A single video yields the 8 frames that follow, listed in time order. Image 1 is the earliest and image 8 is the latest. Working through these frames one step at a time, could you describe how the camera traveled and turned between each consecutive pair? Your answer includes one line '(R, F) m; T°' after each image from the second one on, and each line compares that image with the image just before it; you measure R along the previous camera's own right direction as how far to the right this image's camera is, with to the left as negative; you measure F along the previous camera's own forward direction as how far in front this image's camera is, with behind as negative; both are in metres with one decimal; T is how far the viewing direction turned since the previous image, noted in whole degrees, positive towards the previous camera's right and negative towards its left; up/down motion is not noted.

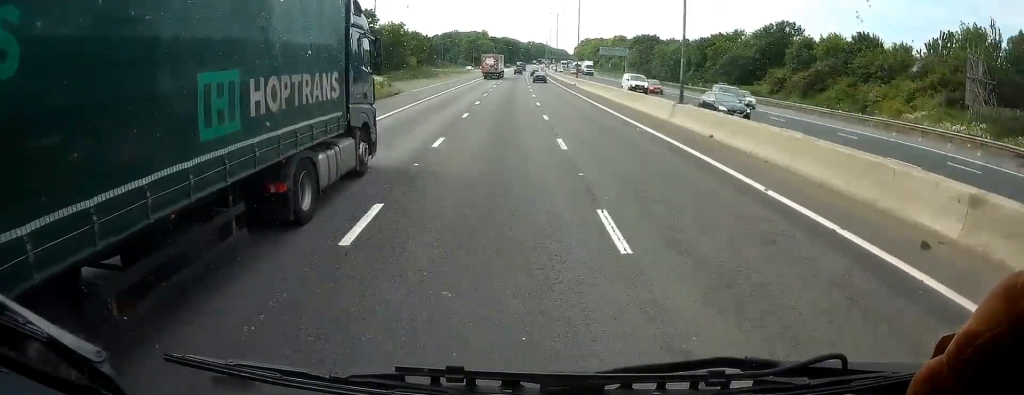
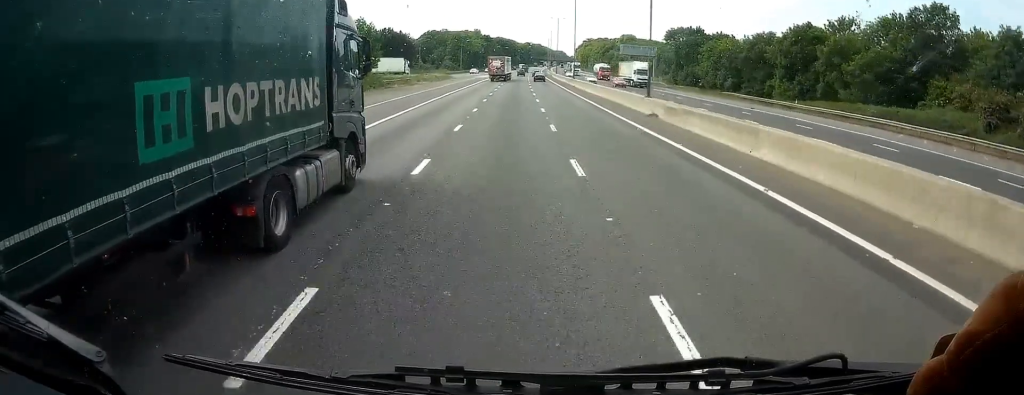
(0.0, +39.2) m; 0°
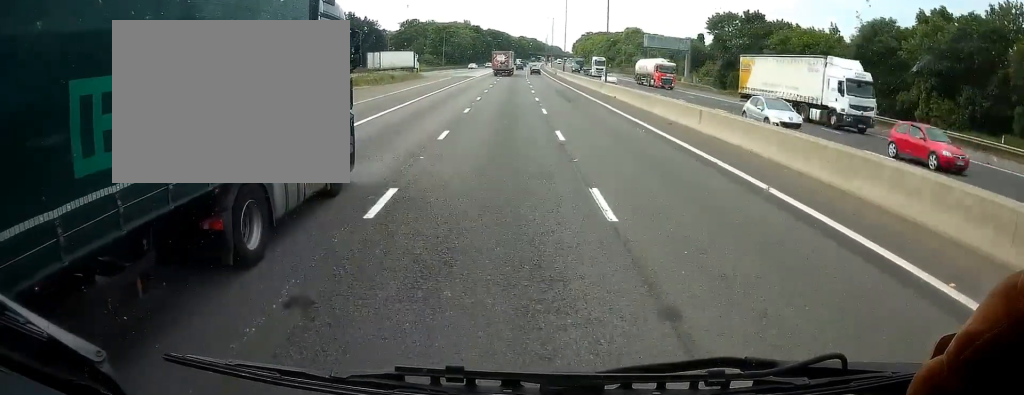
(-0.3, +31.2) m; -1°
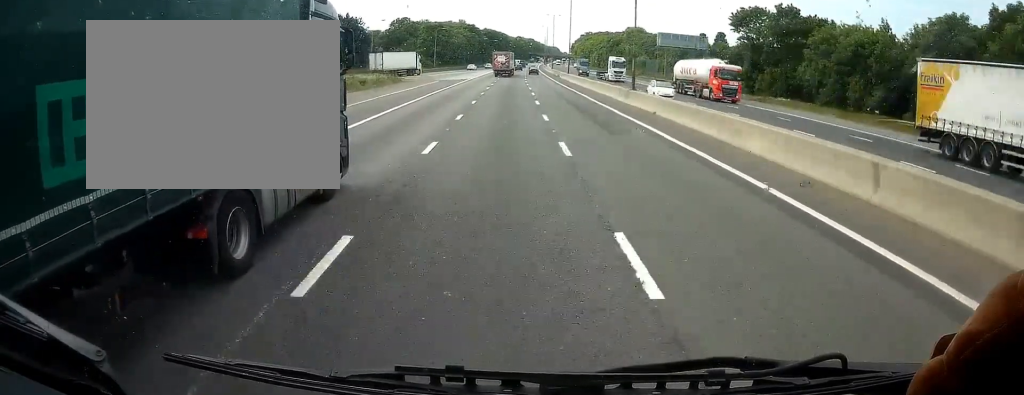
(-0.2, +11.1) m; 0°
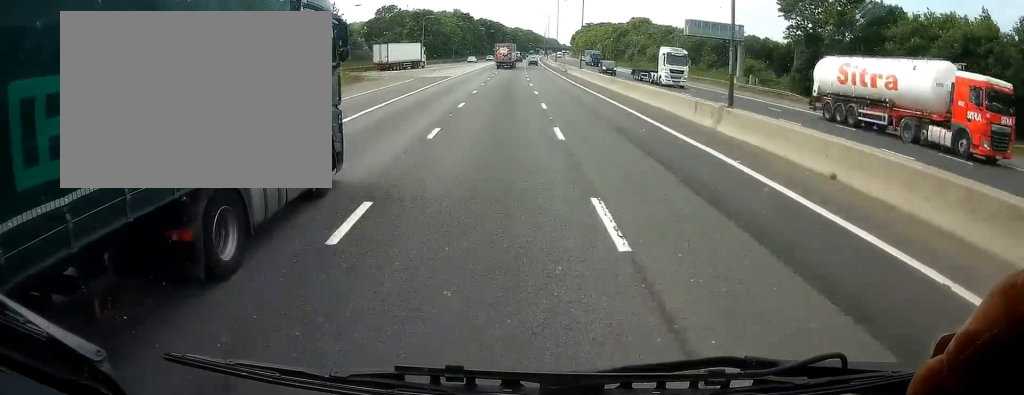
(+0.2, +17.0) m; +1°
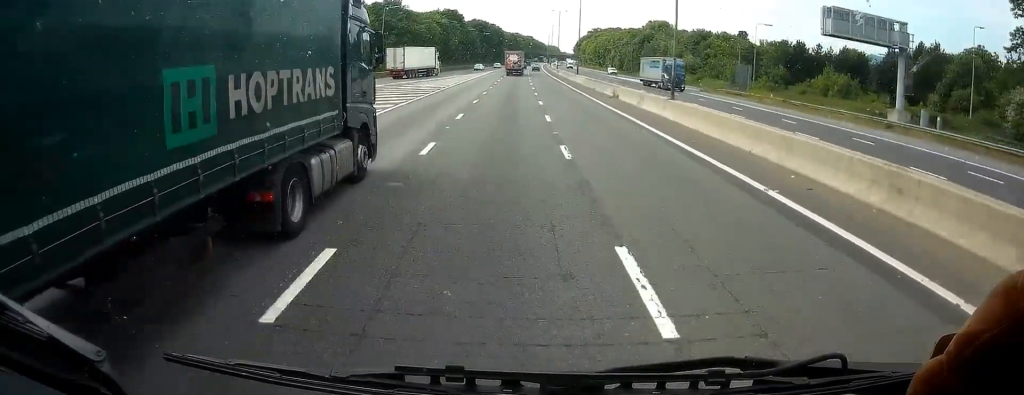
(+0.7, +39.4) m; +1°
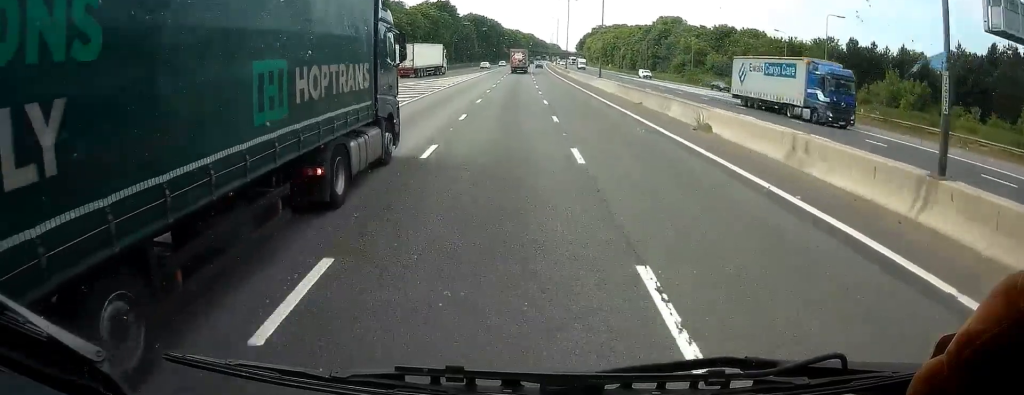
(-0.2, +19.0) m; +1°
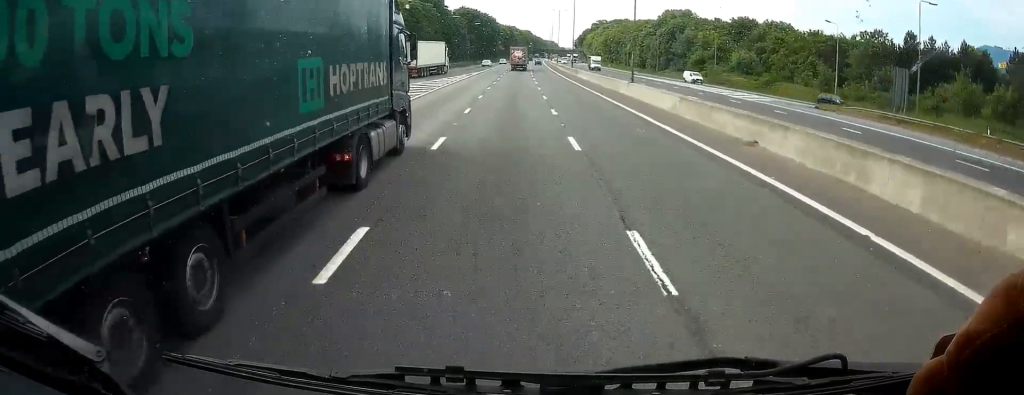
(+0.3, +15.8) m; +1°
